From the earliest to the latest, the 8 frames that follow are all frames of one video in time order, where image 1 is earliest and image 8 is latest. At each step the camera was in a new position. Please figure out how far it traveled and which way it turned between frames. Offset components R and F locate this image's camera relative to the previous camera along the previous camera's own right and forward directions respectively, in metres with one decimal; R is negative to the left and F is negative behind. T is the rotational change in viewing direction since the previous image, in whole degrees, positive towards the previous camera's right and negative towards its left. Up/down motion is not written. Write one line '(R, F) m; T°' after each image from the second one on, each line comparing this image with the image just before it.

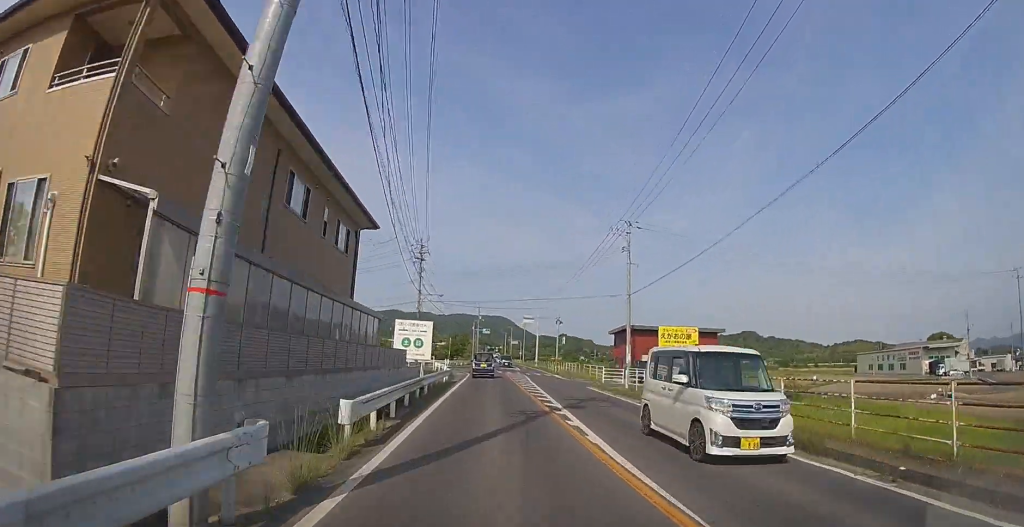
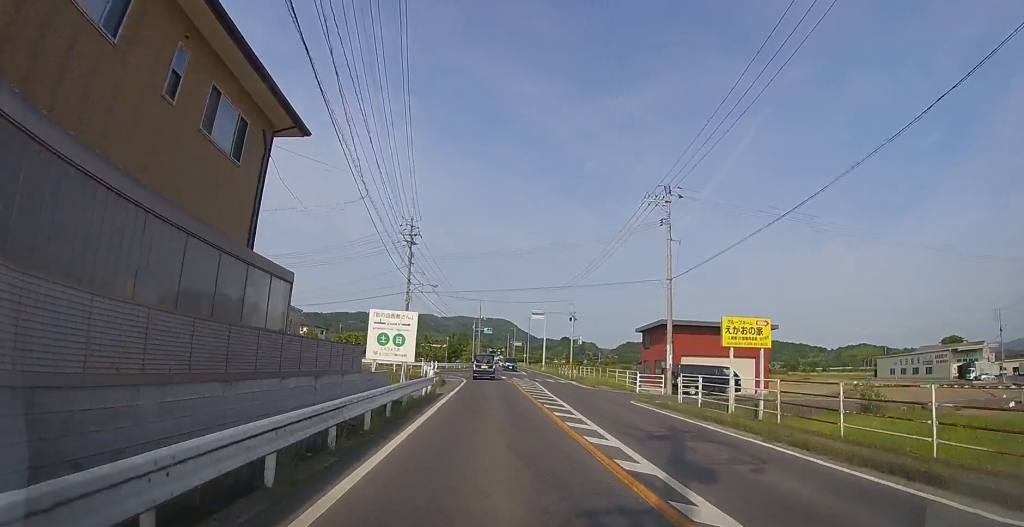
(0.0, +8.2) m; 0°
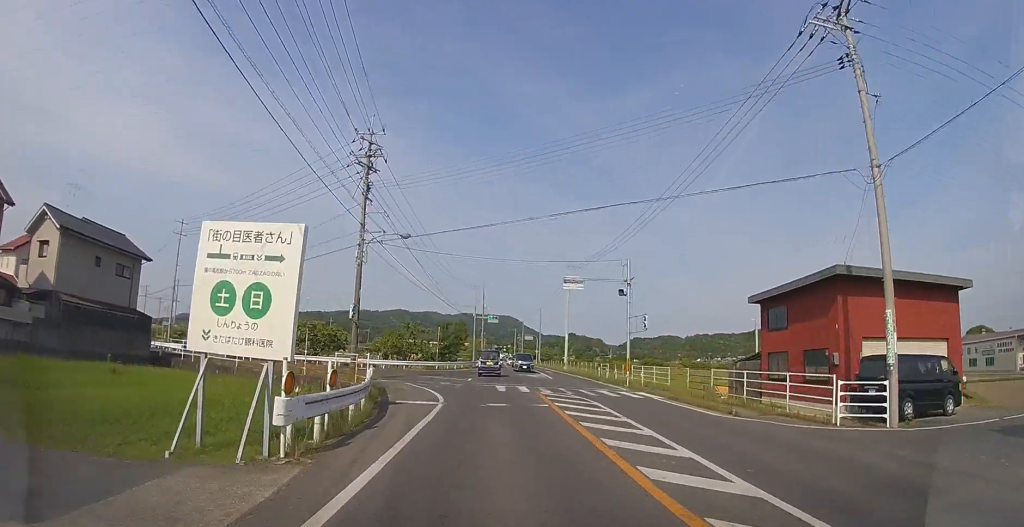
(-0.1, +17.4) m; -1°
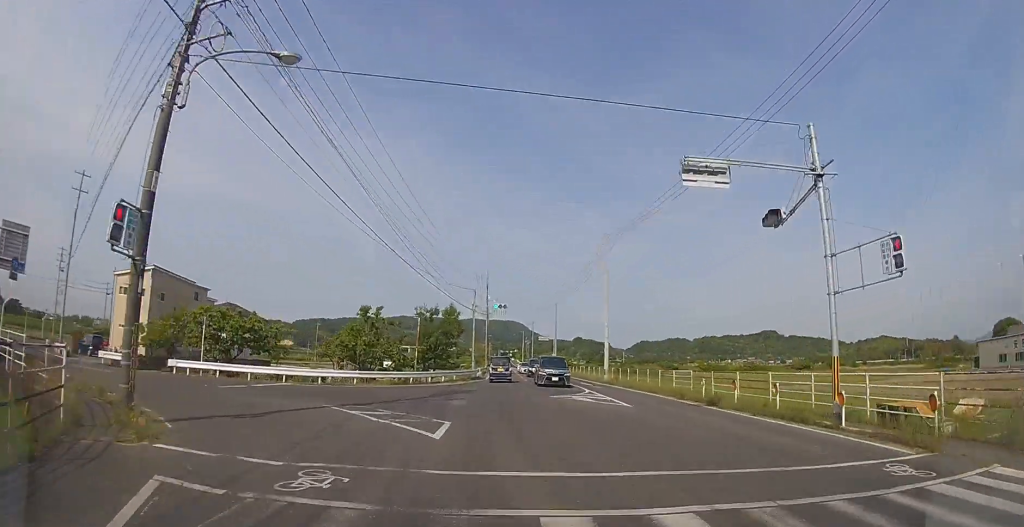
(-0.1, +17.5) m; 0°
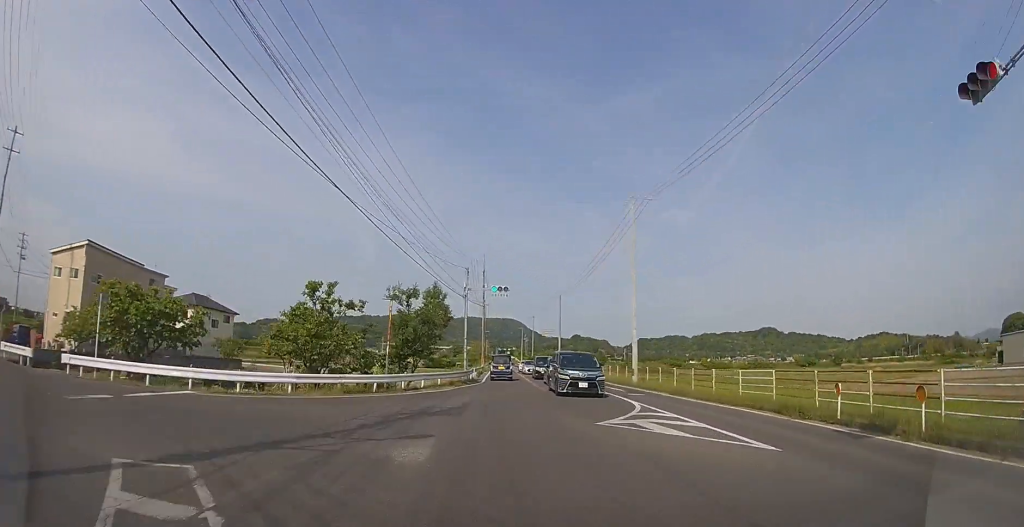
(0.0, +8.9) m; 0°
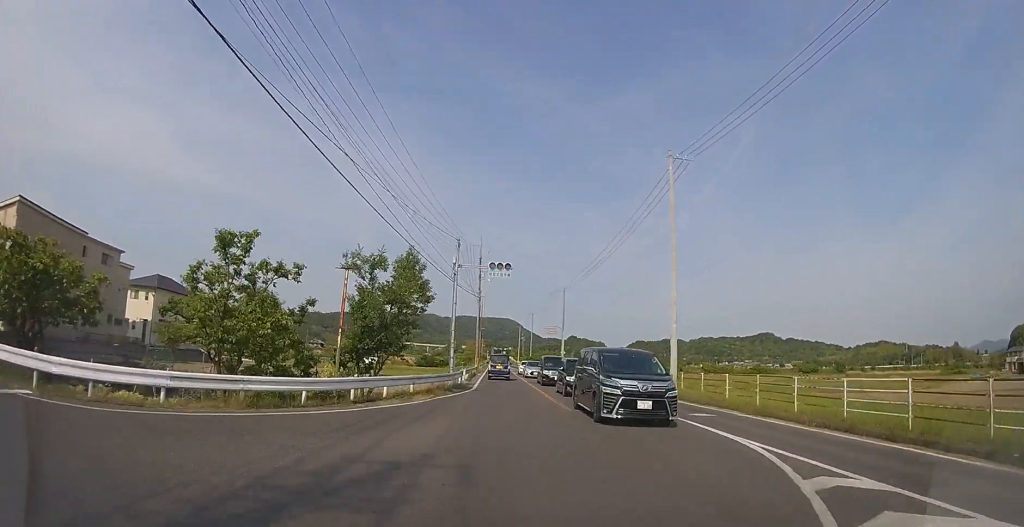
(0.0, +7.7) m; +1°
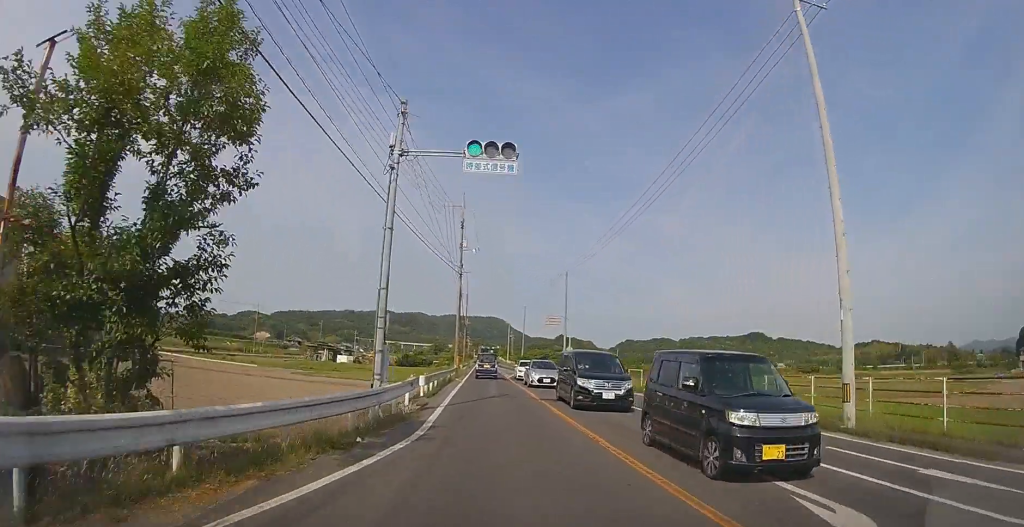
(+0.2, +13.7) m; +1°
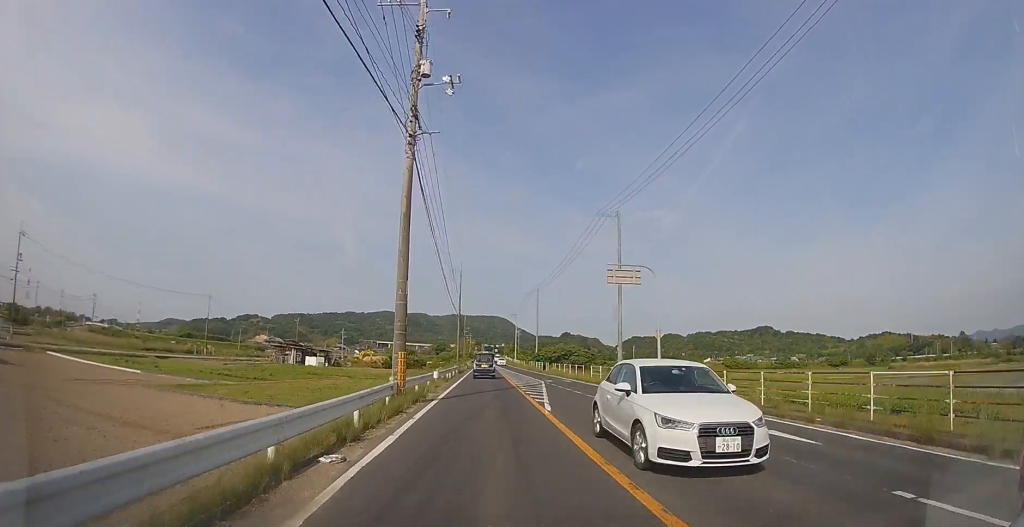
(0.0, +24.1) m; 0°
